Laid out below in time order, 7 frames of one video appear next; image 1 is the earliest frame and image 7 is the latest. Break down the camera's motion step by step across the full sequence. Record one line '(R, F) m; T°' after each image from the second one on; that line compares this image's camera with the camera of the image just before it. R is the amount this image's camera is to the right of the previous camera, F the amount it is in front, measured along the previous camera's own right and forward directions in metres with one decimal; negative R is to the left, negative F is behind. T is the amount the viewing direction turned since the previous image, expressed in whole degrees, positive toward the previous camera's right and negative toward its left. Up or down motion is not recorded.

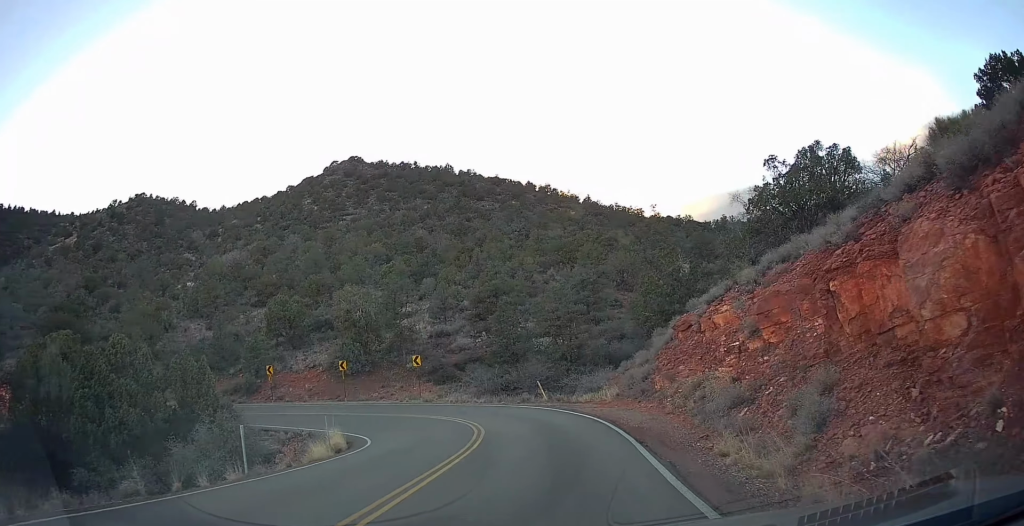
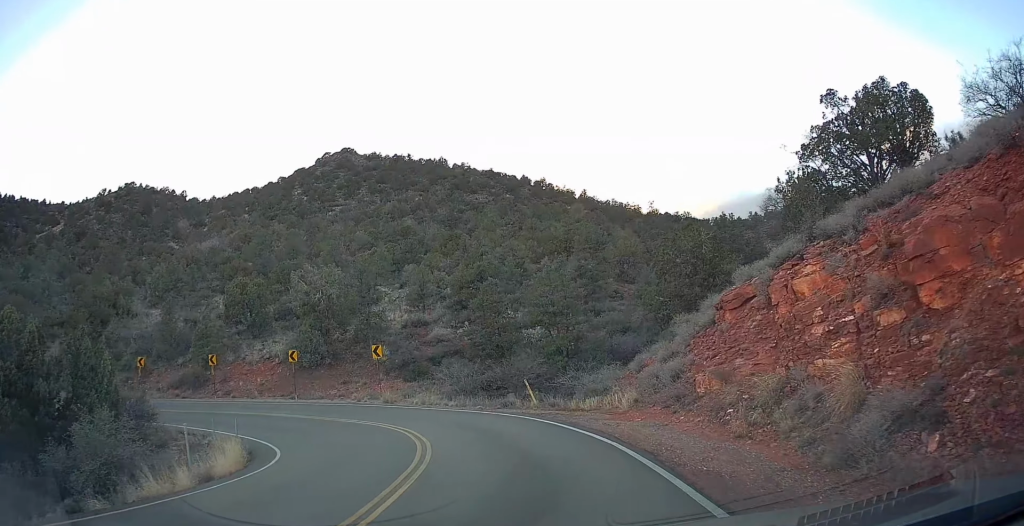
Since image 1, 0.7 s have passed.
(+0.4, +7.7) m; 0°
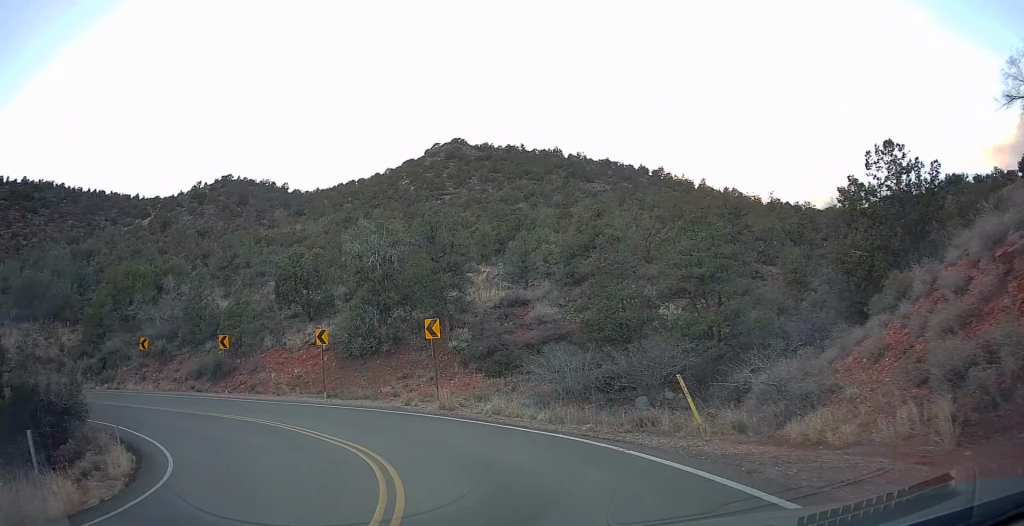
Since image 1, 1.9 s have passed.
(-0.6, +11.8) m; -6°
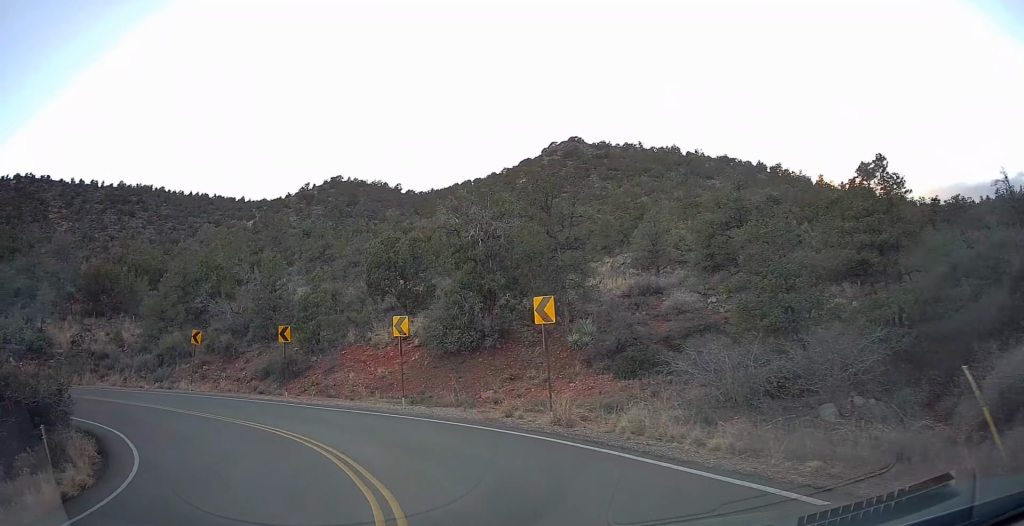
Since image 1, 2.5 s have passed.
(+0.2, +6.1) m; -10°
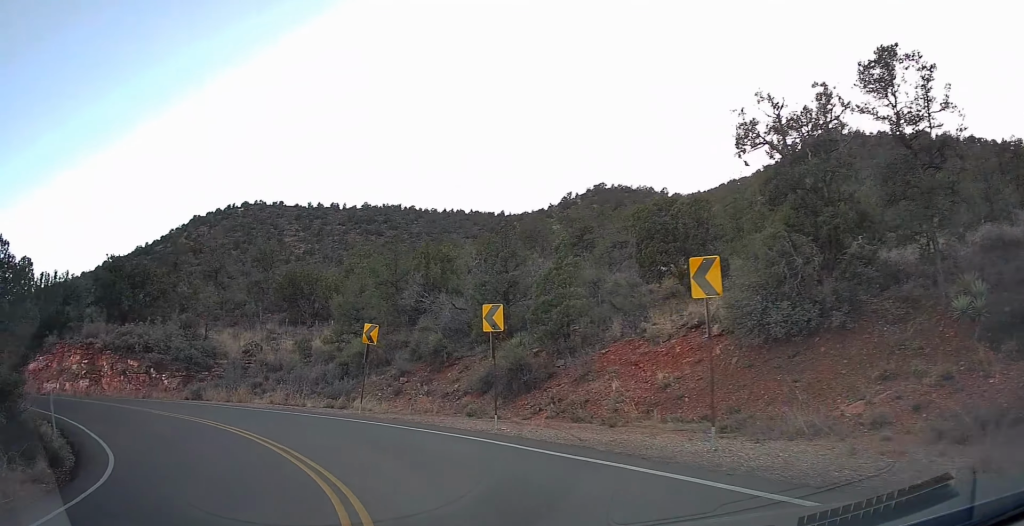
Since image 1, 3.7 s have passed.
(-2.4, +10.1) m; -22°
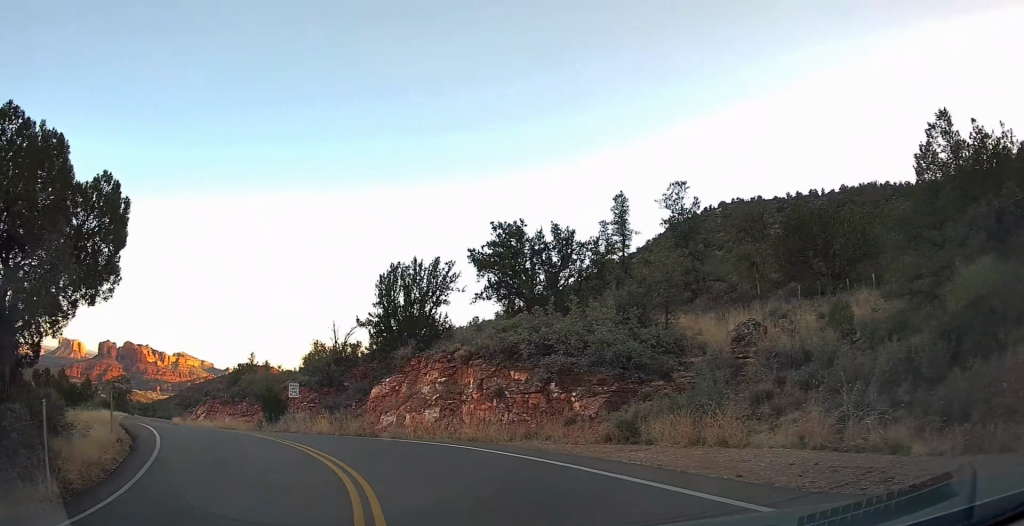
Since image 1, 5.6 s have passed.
(-4.5, +15.2) m; -52°
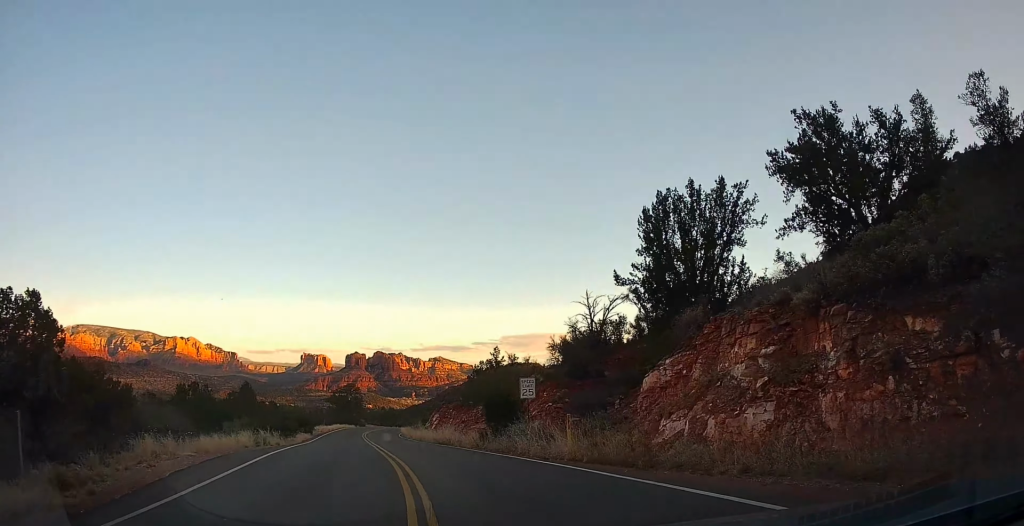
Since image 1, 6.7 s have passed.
(-3.9, +7.8) m; -42°
